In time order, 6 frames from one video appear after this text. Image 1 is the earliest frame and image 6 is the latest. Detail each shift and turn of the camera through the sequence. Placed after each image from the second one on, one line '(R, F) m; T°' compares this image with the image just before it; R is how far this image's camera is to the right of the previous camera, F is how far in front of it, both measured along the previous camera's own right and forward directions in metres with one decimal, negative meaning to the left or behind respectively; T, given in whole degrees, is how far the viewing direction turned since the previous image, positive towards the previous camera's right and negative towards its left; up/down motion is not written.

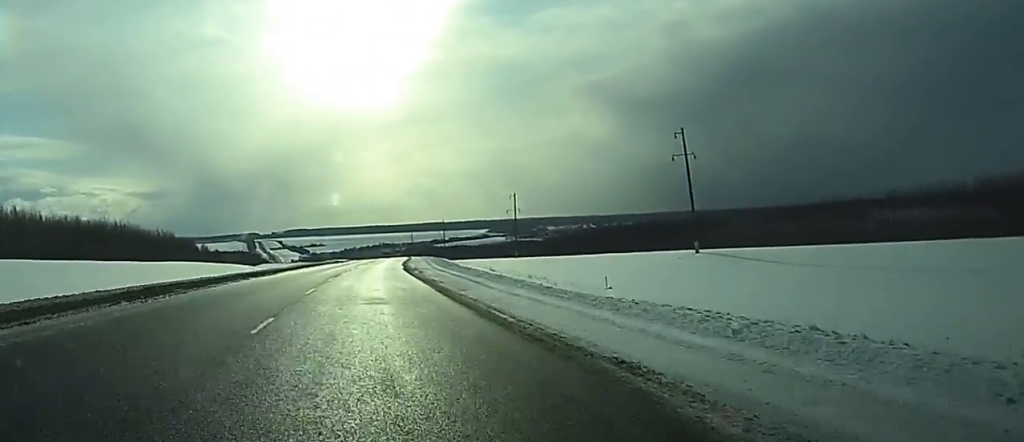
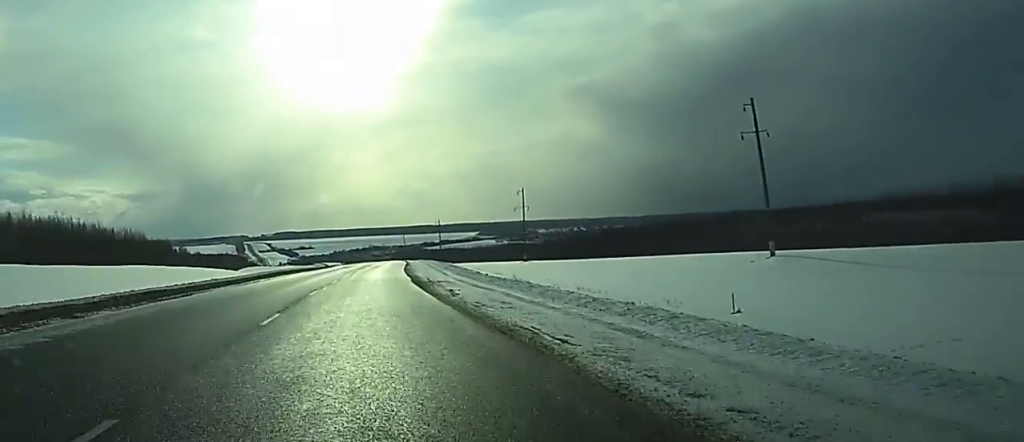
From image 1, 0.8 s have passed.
(0.0, +21.3) m; 0°
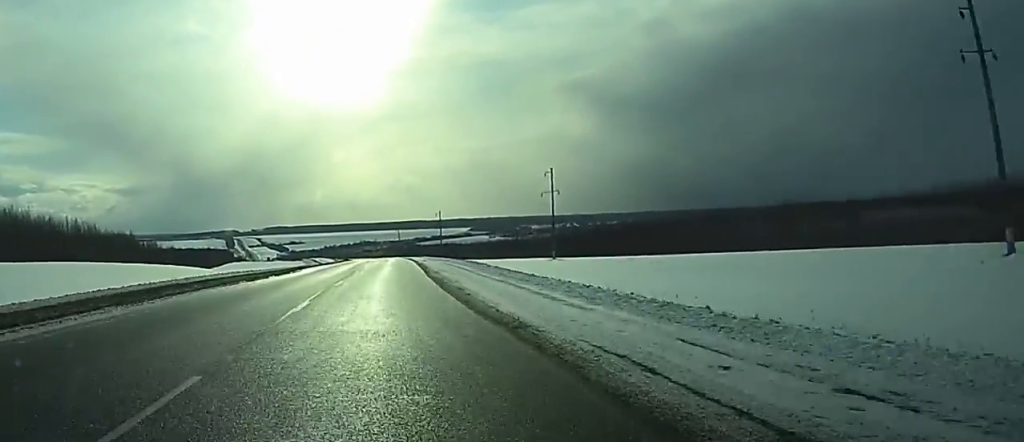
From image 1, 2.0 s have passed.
(0.0, +32.9) m; 0°
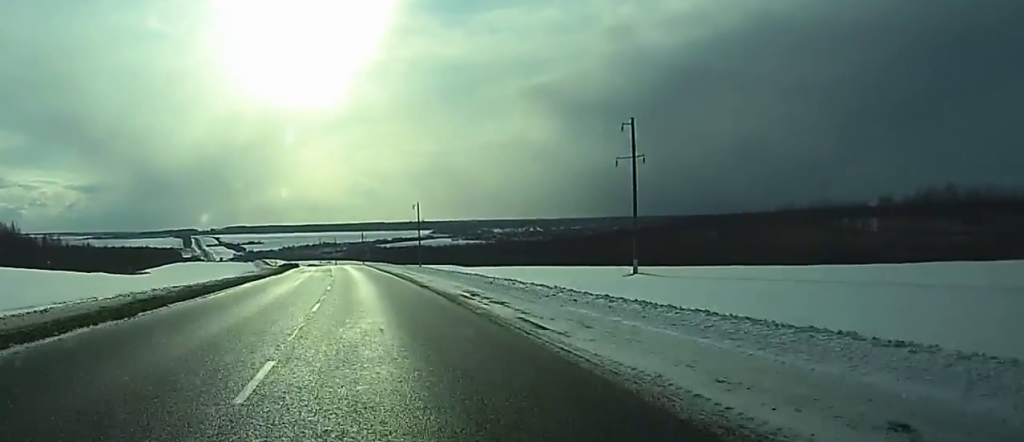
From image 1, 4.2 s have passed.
(0.0, +56.9) m; 0°
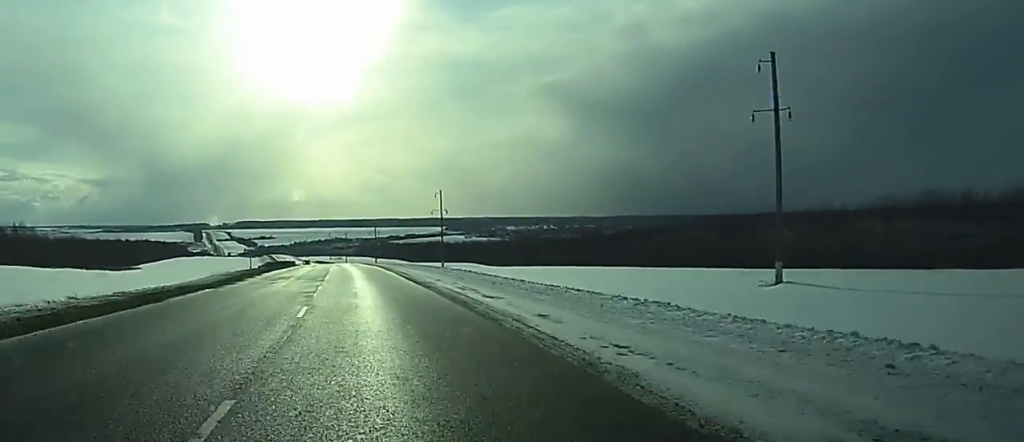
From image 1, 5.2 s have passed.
(0.0, +26.8) m; 0°
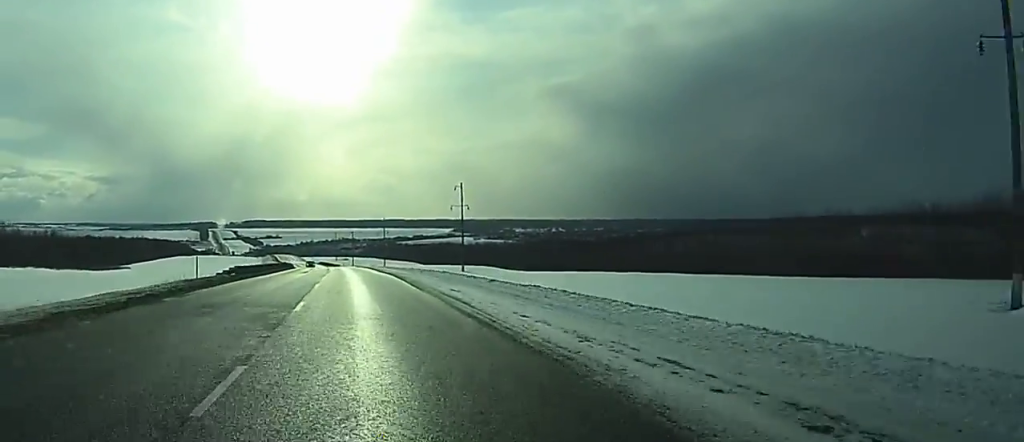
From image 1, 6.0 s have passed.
(0.0, +21.5) m; 0°
